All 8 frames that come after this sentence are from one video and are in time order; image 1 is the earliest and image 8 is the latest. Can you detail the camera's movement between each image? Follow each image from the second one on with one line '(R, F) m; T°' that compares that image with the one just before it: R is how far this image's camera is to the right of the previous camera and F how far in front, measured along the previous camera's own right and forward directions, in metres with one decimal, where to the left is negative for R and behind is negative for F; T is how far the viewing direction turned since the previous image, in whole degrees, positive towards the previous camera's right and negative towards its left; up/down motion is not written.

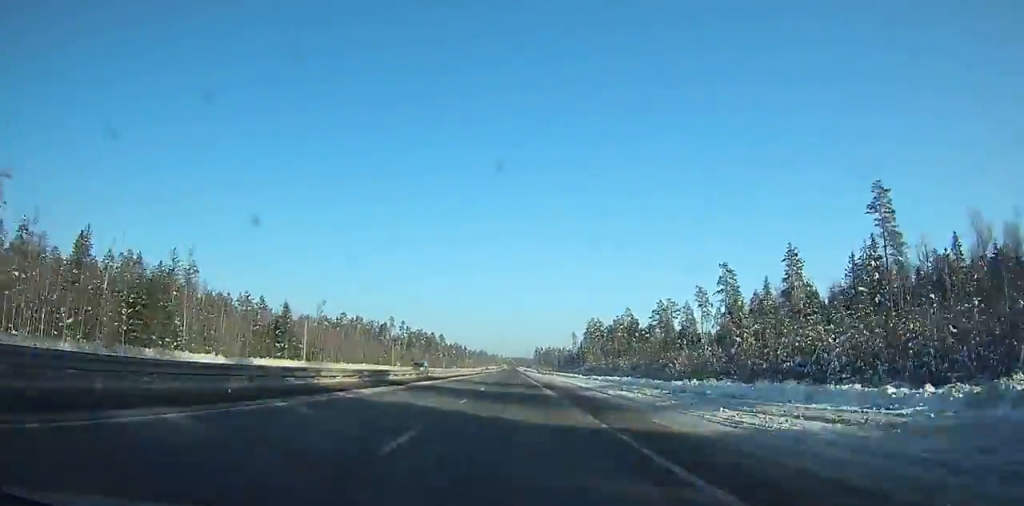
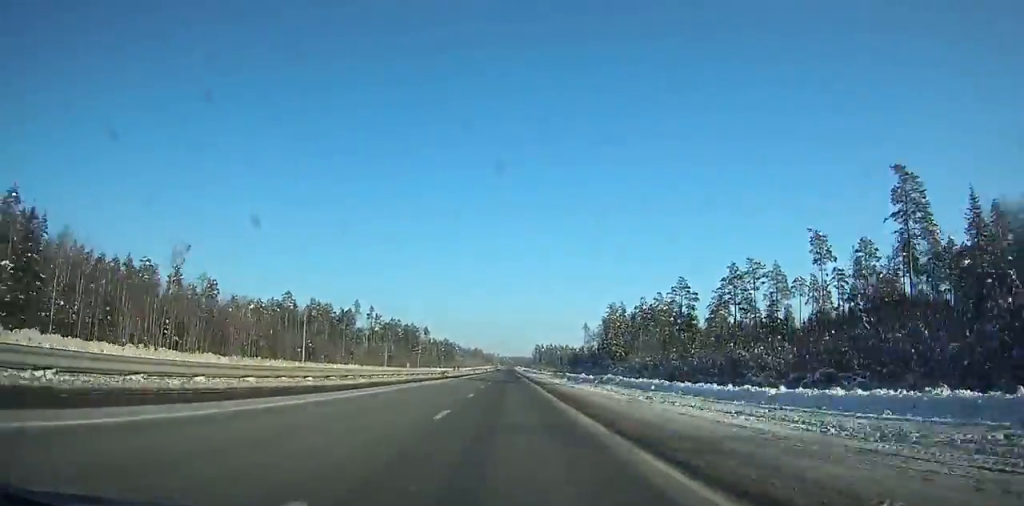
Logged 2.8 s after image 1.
(-0.9, +75.5) m; 0°
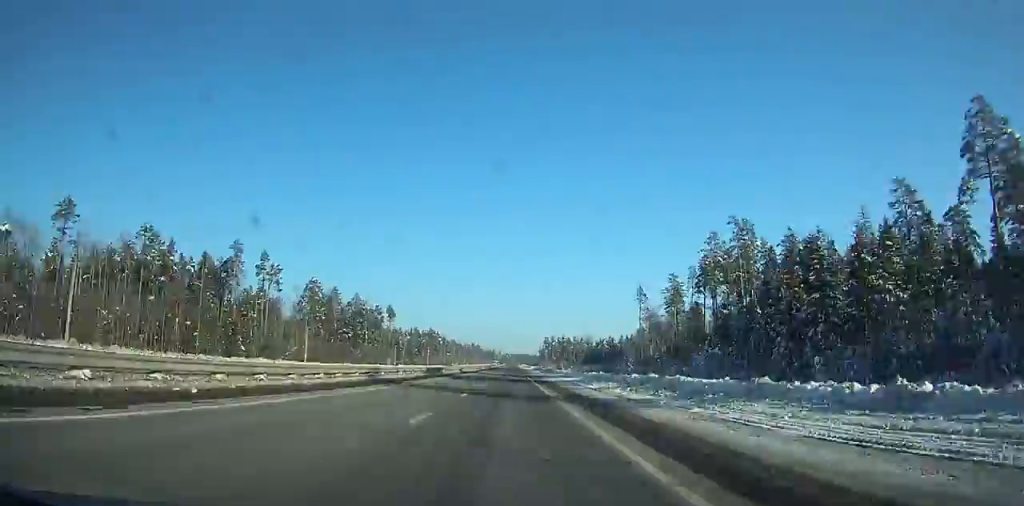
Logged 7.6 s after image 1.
(+0.9, +125.9) m; 0°
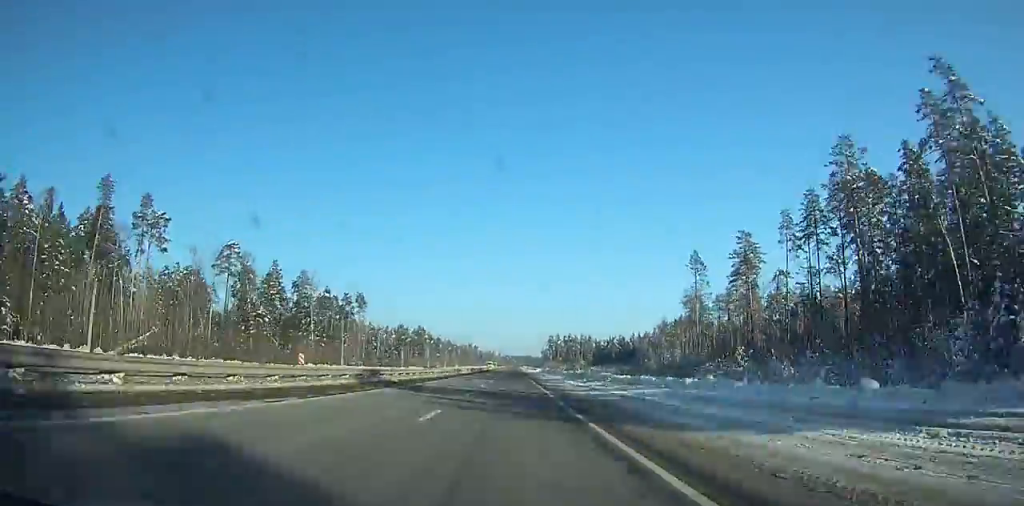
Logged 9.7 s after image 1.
(-0.1, +53.4) m; -1°
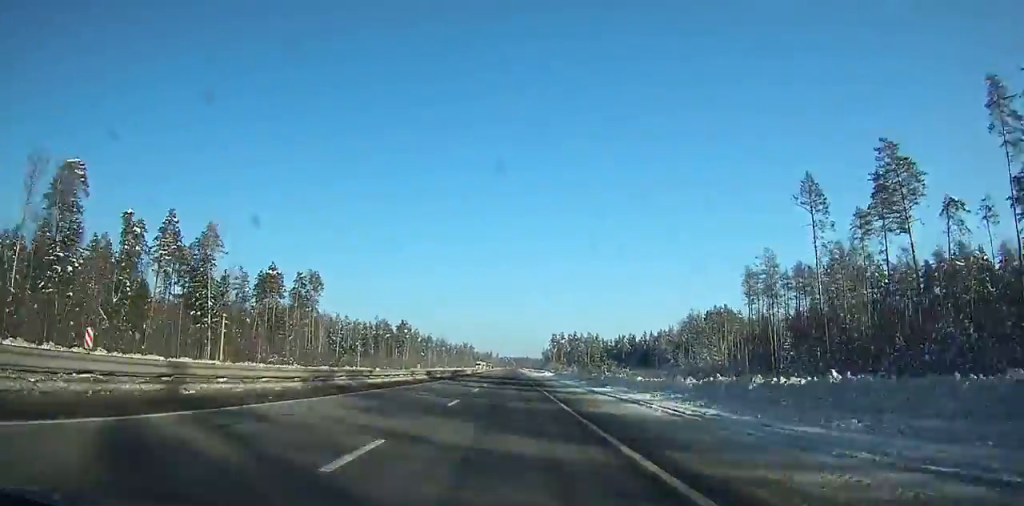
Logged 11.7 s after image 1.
(-0.3, +51.1) m; 0°
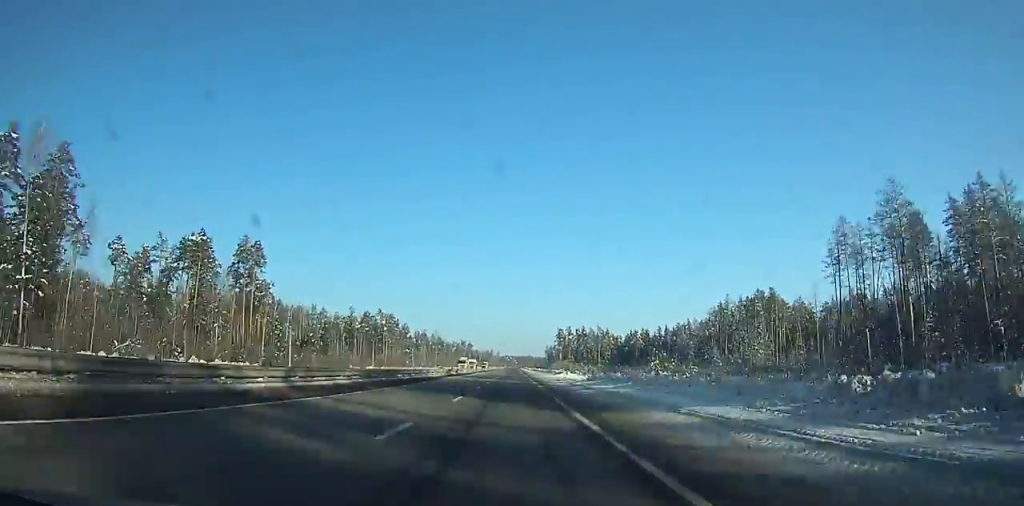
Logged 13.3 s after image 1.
(-0.6, +41.3) m; 0°
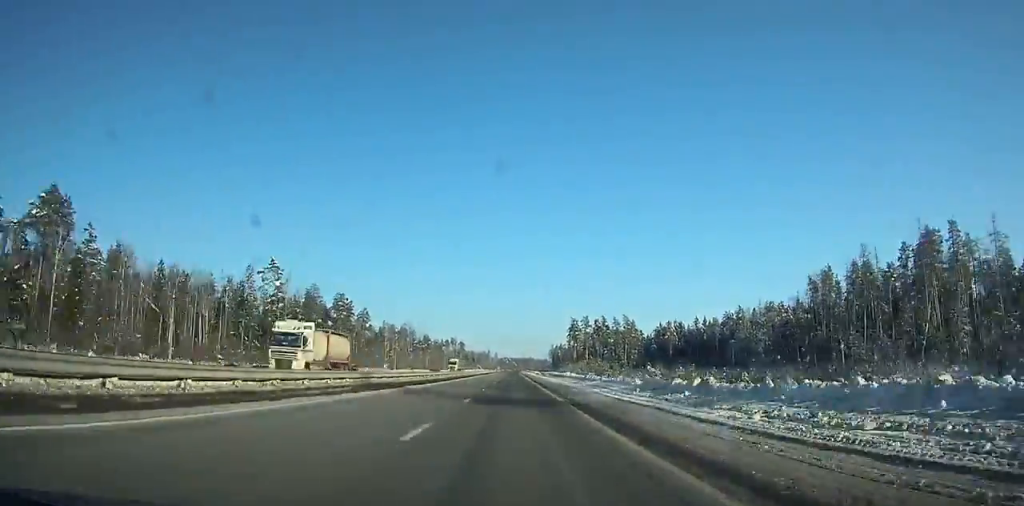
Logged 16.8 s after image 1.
(+1.7, +102.8) m; +1°
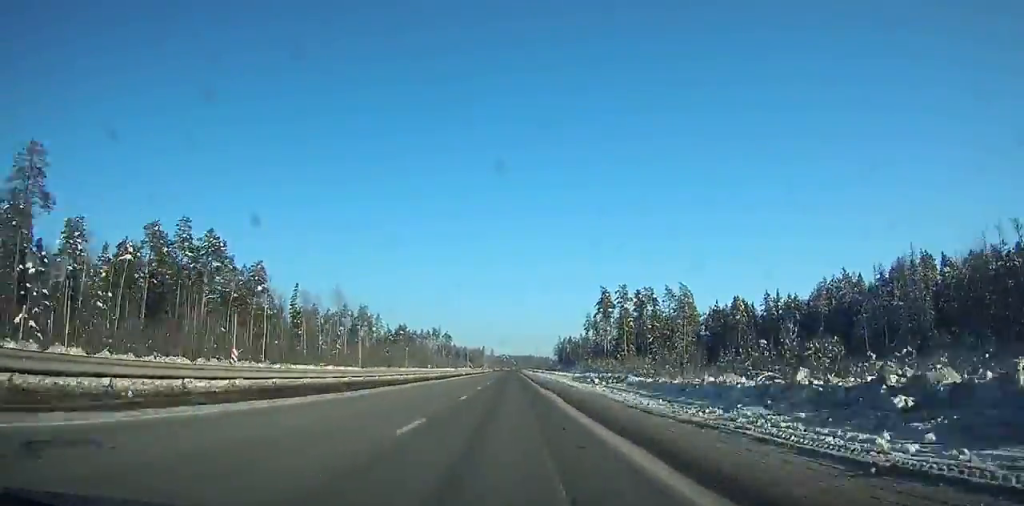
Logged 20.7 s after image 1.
(-0.9, +116.3) m; 0°
